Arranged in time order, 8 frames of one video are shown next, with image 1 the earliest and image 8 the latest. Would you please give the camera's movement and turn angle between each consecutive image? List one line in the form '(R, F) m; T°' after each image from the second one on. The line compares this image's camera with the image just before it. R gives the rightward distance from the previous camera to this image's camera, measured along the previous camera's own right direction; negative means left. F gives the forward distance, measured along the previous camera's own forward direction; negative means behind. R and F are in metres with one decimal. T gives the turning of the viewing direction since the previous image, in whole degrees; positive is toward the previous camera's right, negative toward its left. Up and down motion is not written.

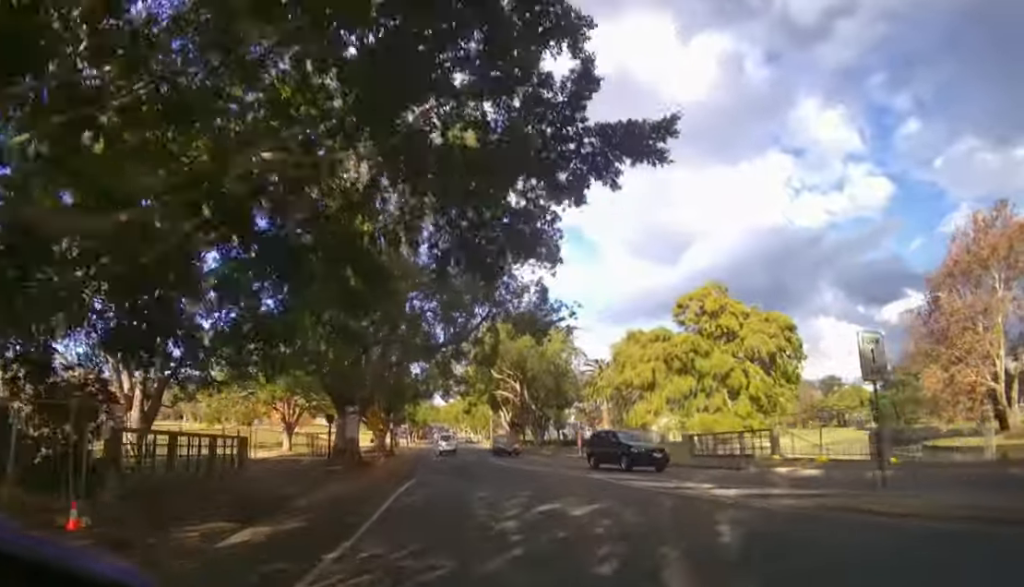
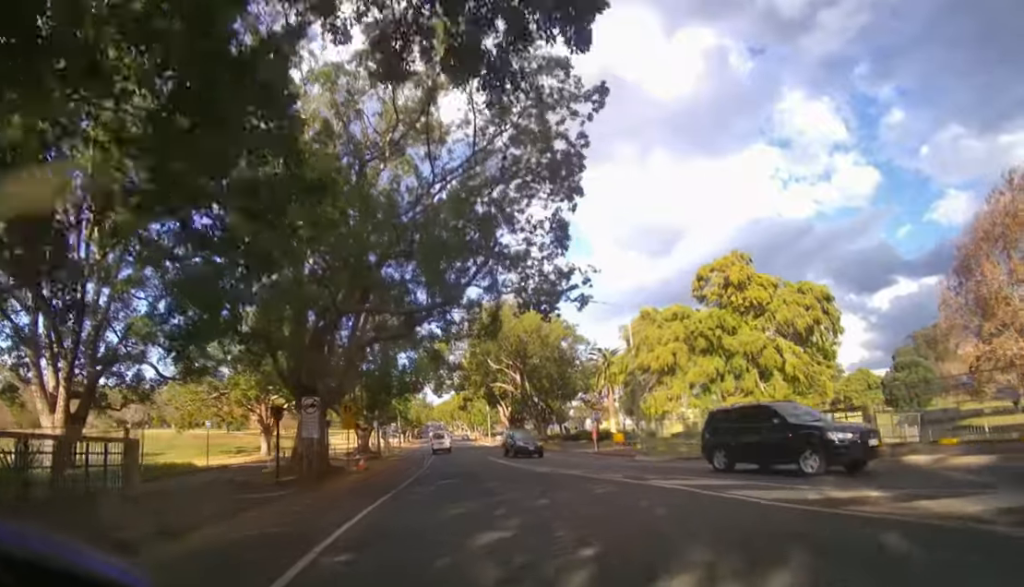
(0.0, +5.2) m; 0°
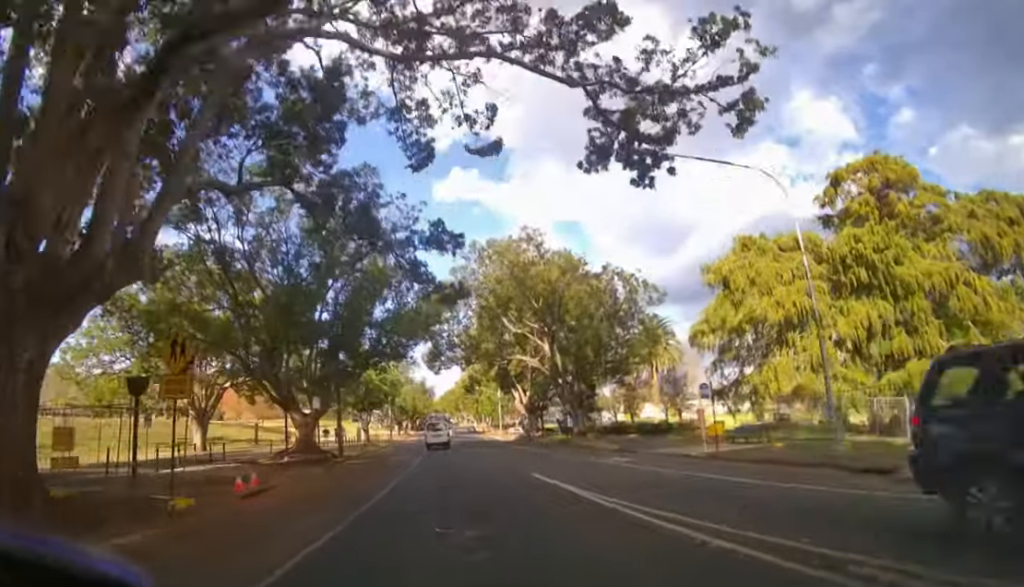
(-0.1, +13.6) m; -1°
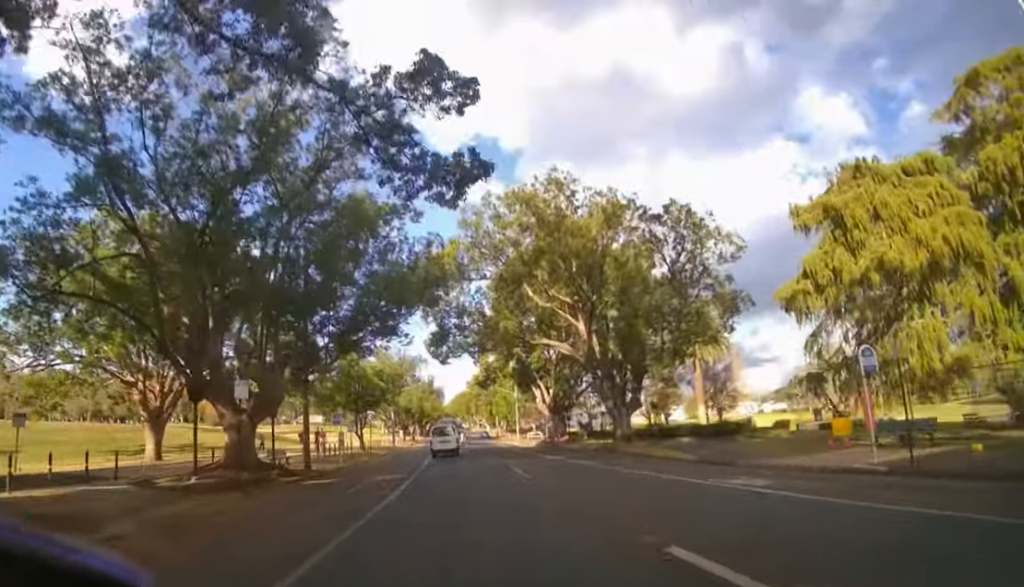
(-0.1, +7.8) m; -1°
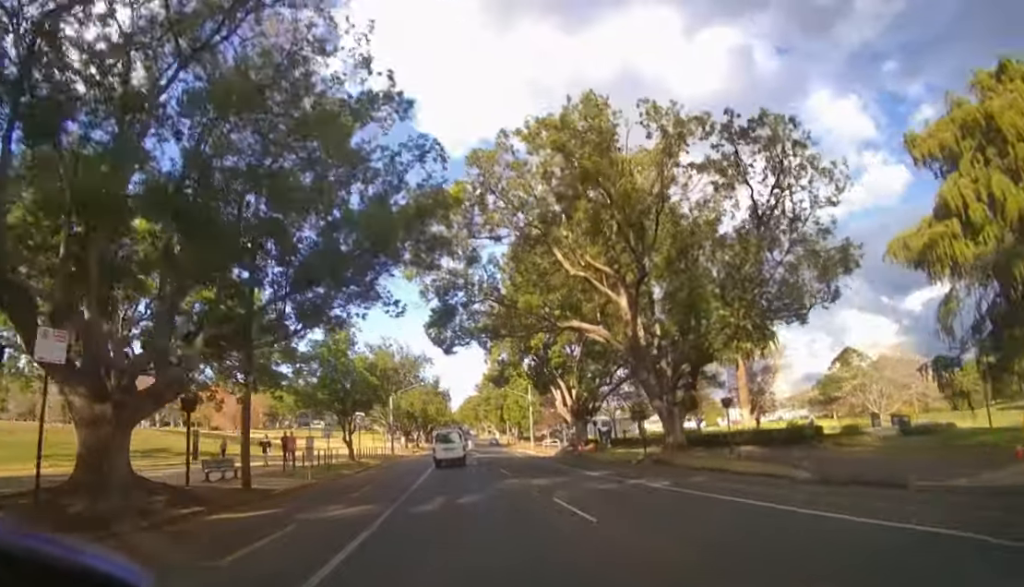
(-0.1, +6.7) m; 0°
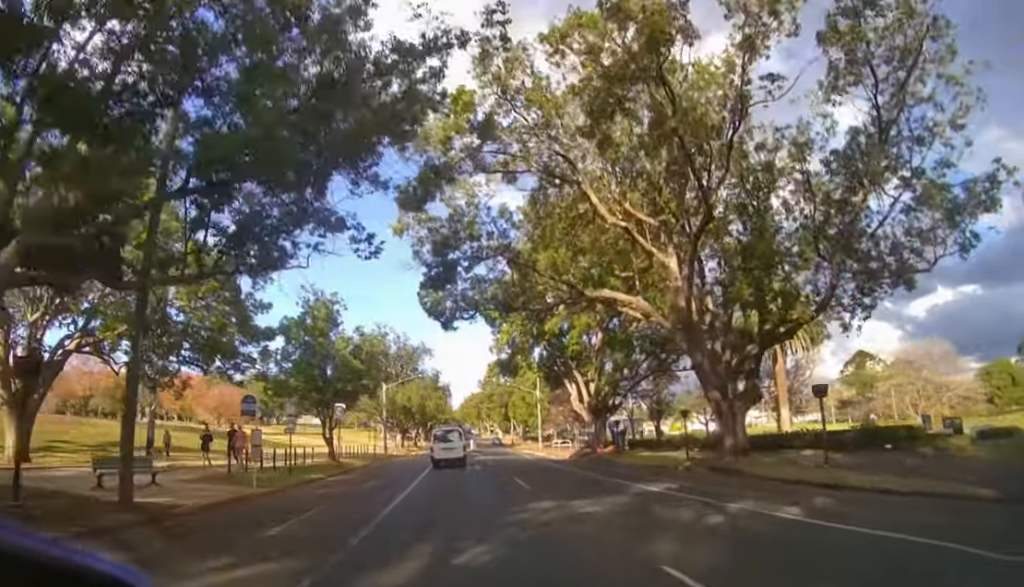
(0.0, +5.9) m; 0°
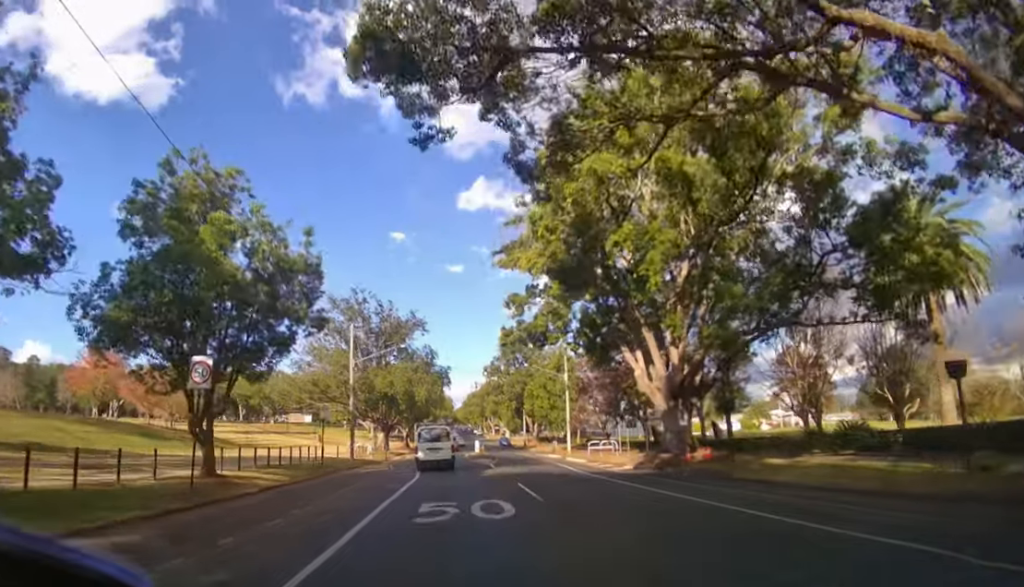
(+0.3, +15.7) m; +1°
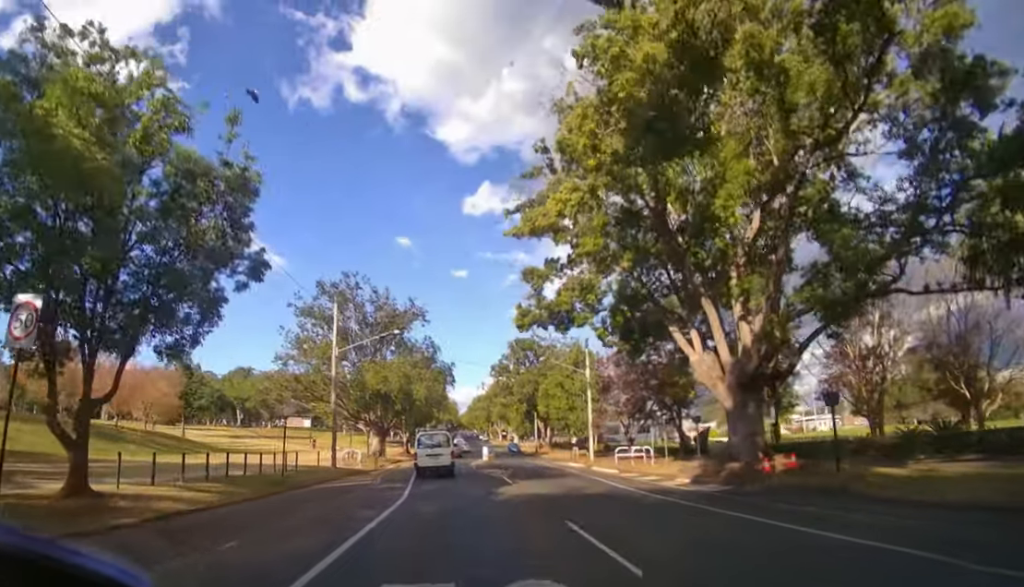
(-0.1, +6.3) m; -2°
